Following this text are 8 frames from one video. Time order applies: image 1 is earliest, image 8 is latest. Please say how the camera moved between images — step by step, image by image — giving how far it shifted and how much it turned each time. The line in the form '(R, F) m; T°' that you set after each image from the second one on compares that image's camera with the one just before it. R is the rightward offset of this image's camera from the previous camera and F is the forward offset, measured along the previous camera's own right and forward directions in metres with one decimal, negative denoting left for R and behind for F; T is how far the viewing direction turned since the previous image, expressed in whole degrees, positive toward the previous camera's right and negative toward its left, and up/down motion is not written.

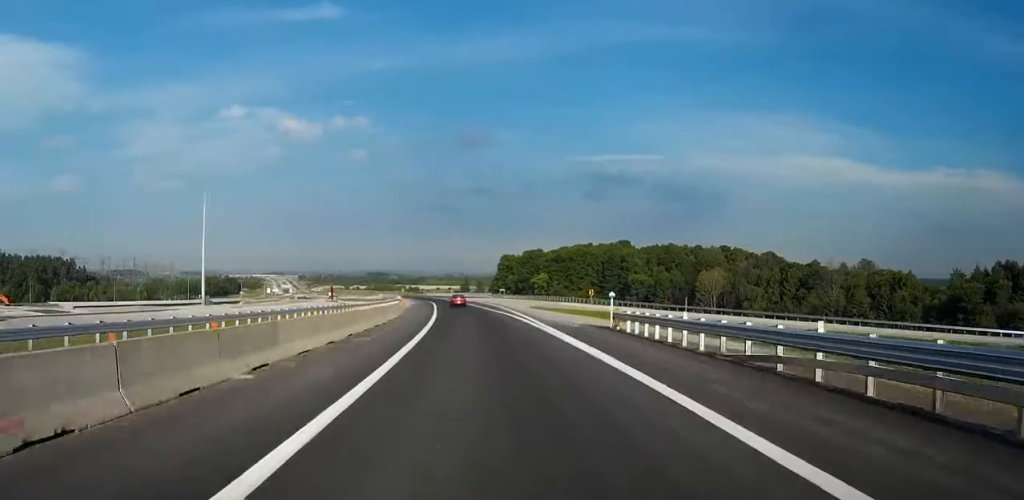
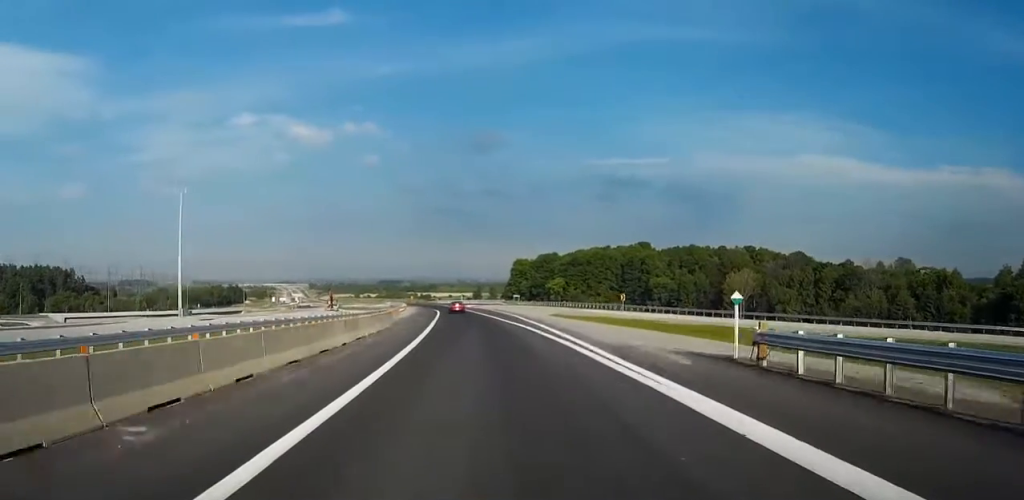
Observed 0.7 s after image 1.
(0.0, +16.3) m; 0°
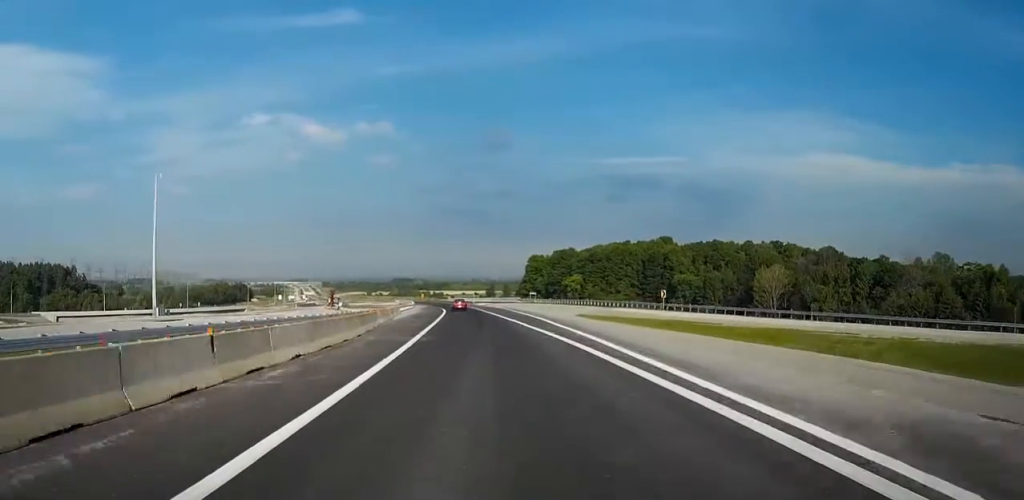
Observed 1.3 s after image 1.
(0.0, +14.9) m; 0°
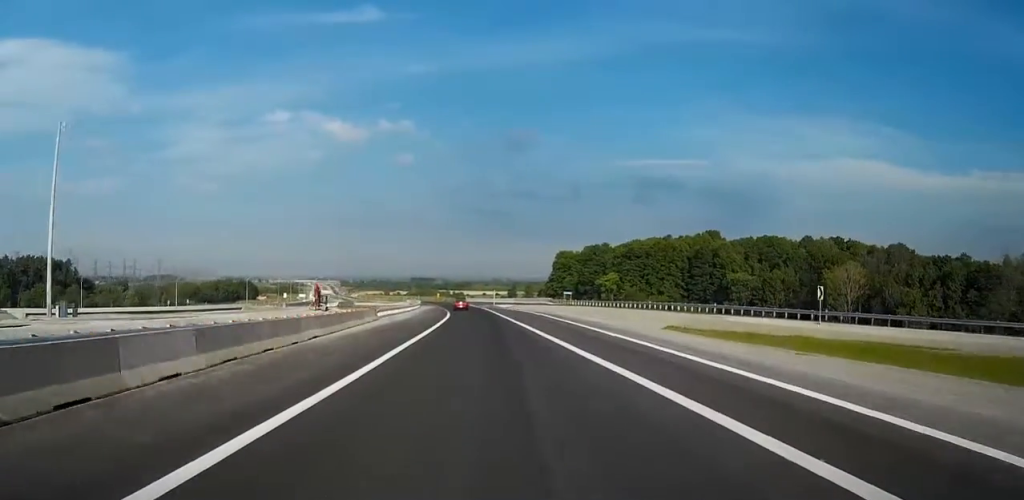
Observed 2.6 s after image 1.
(+0.7, +34.2) m; +3°
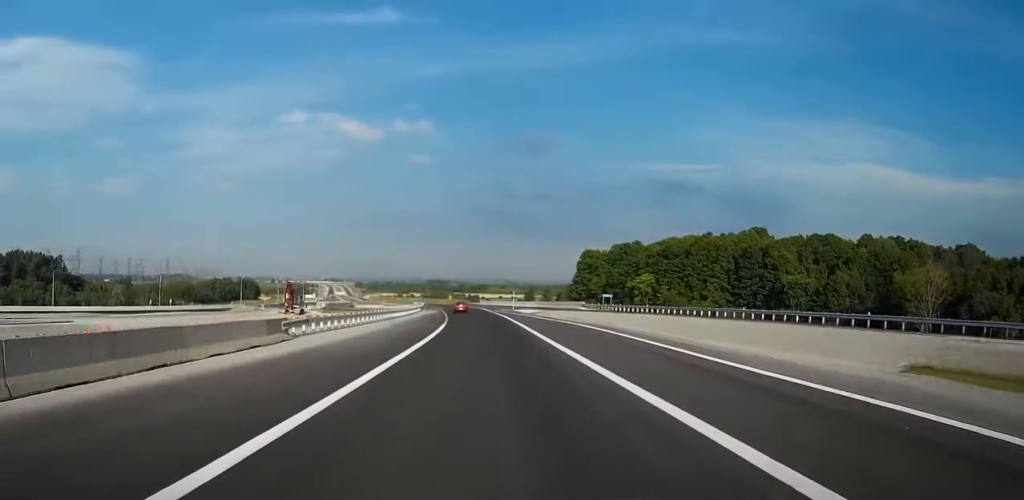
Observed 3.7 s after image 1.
(+0.4, +30.1) m; 0°
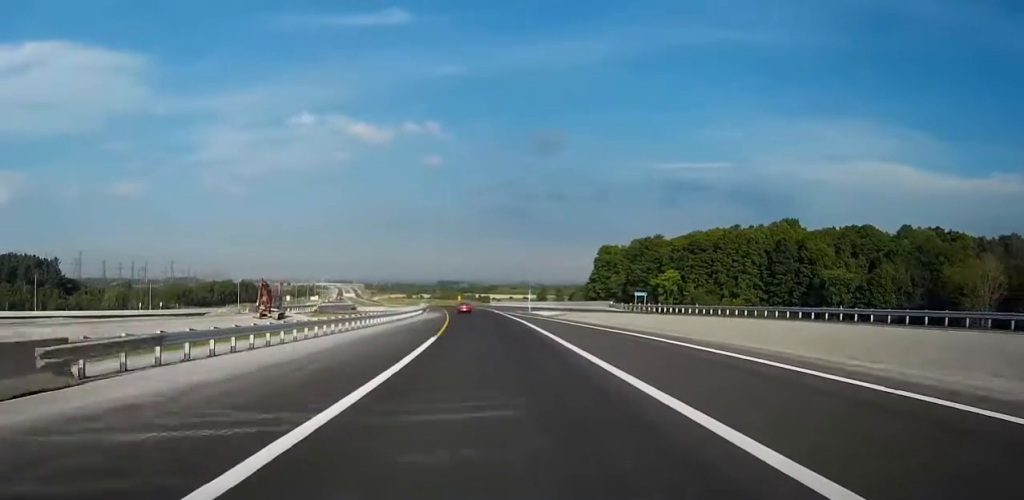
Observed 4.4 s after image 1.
(-0.1, +17.3) m; -1°
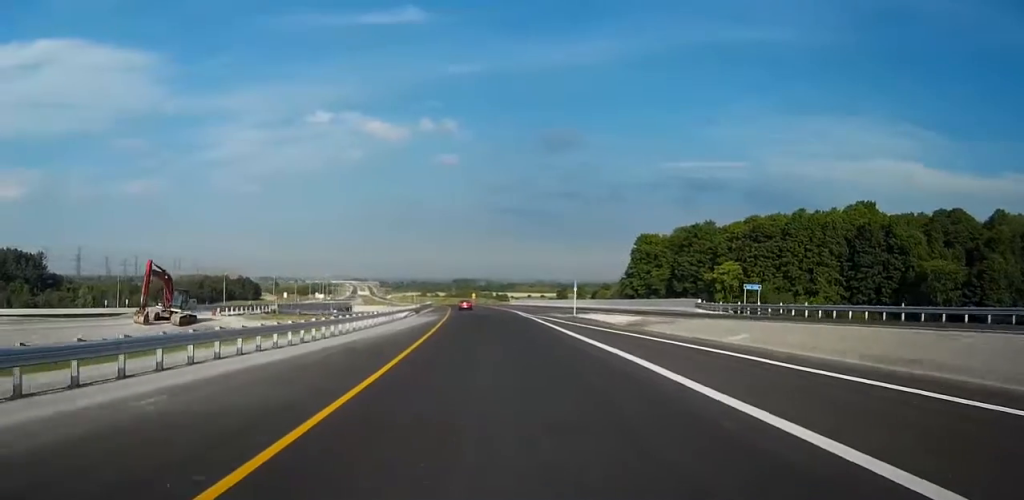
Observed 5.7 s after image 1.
(-0.4, +36.2) m; -1°
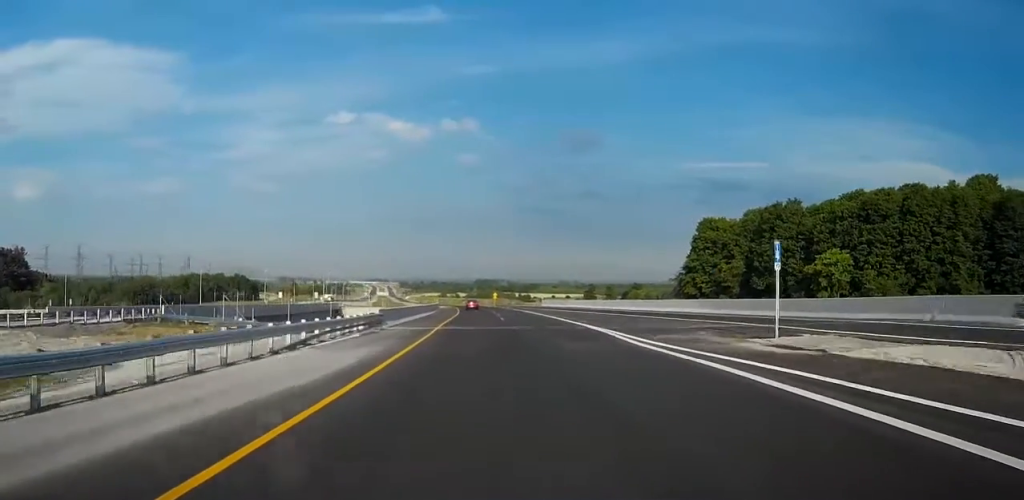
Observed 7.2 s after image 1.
(-0.6, +42.8) m; -2°
